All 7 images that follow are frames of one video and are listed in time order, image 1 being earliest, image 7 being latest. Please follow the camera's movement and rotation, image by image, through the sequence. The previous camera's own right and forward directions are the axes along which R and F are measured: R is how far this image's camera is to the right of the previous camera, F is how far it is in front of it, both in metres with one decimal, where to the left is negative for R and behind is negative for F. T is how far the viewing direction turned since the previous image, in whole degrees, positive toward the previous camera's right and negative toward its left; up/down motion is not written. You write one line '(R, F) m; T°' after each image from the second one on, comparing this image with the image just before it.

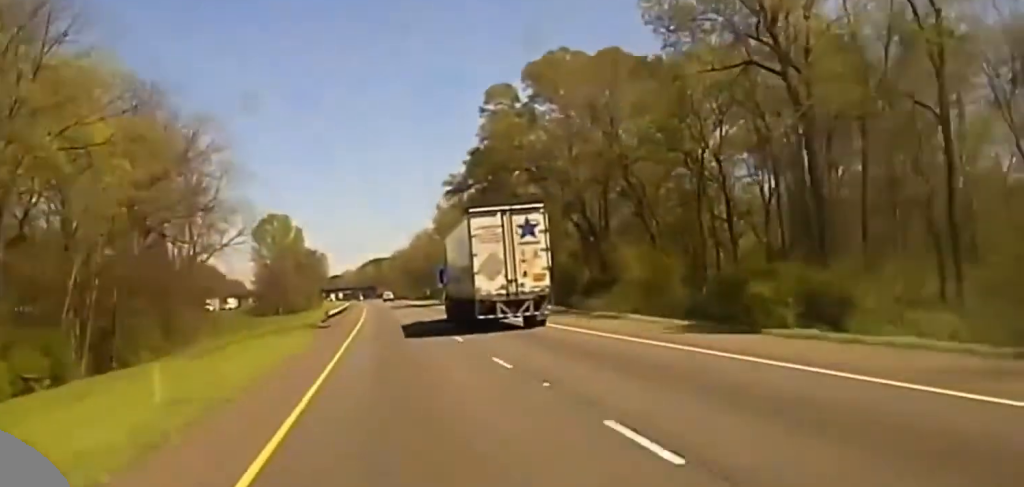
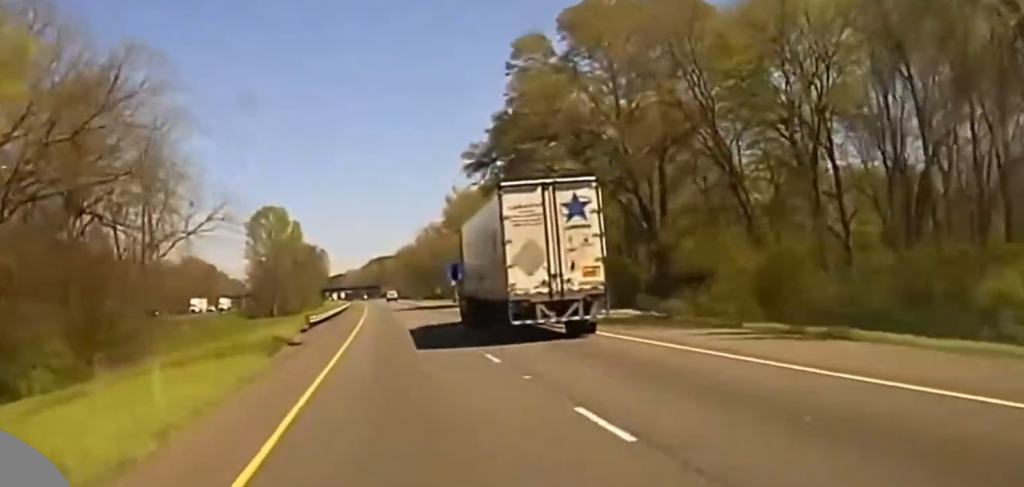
(0.0, +24.2) m; 0°
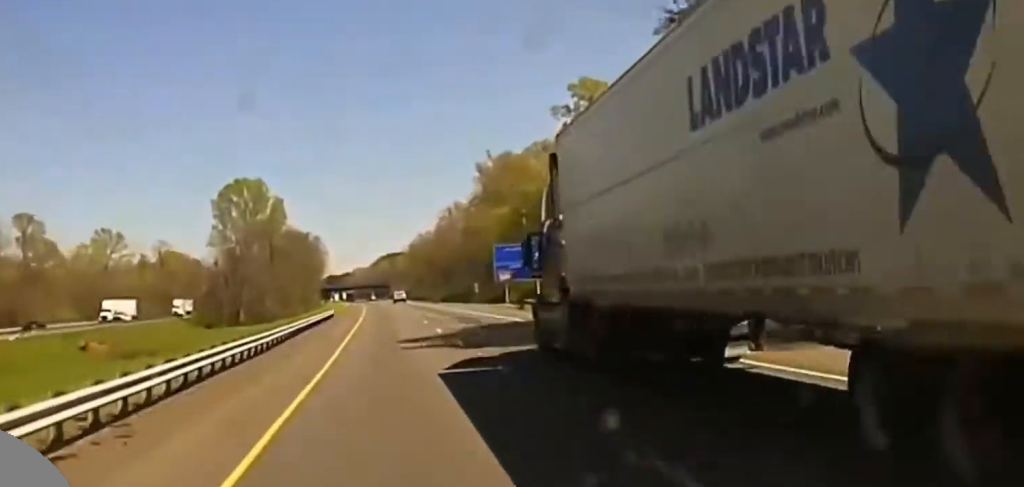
(-0.4, +60.7) m; 0°
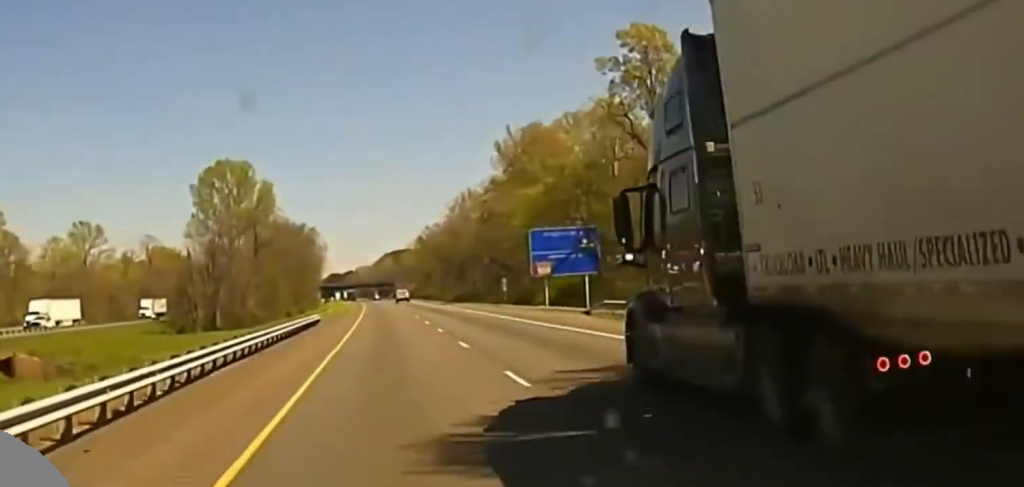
(+0.1, +25.4) m; 0°
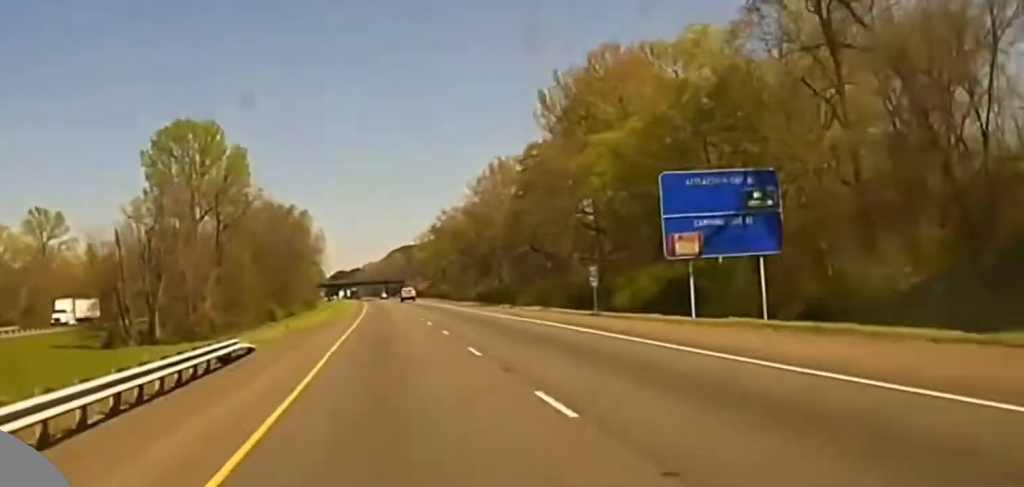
(-0.3, +38.4) m; -1°
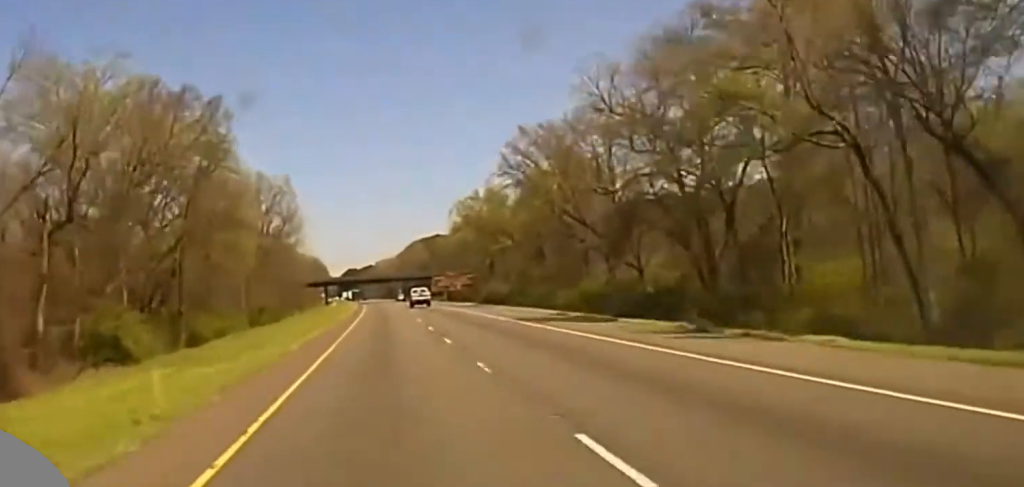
(-0.2, +102.2) m; 0°
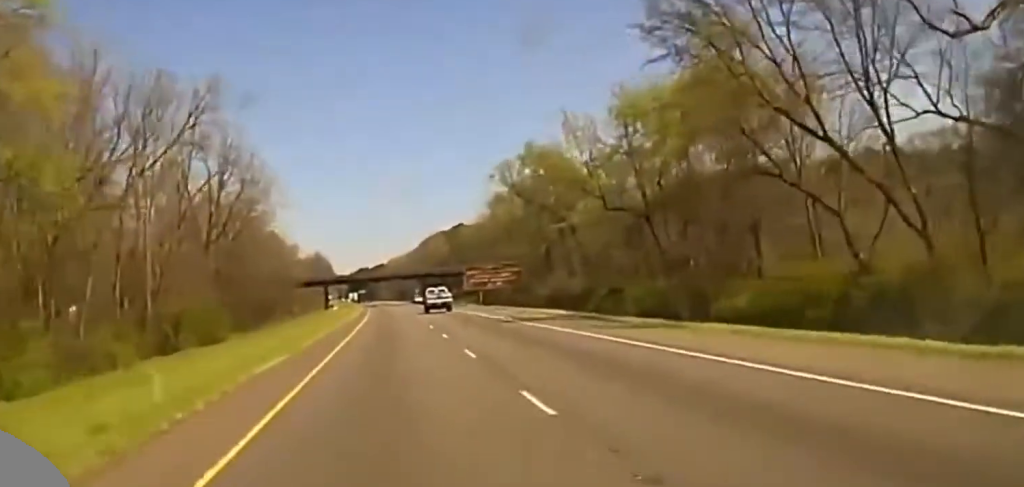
(-0.3, +55.7) m; -1°
